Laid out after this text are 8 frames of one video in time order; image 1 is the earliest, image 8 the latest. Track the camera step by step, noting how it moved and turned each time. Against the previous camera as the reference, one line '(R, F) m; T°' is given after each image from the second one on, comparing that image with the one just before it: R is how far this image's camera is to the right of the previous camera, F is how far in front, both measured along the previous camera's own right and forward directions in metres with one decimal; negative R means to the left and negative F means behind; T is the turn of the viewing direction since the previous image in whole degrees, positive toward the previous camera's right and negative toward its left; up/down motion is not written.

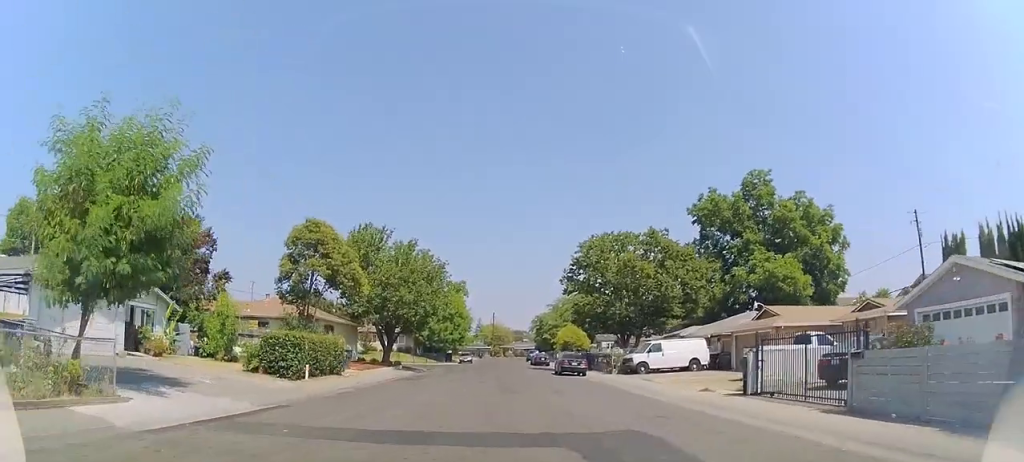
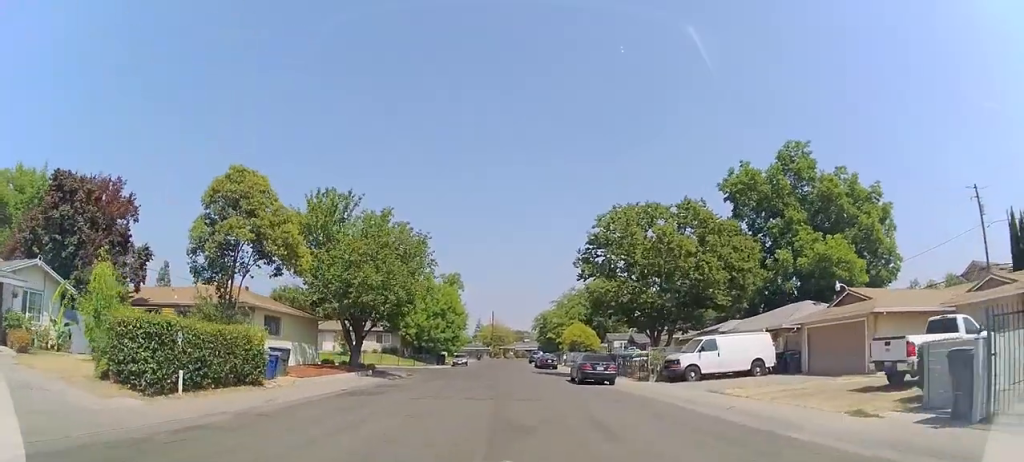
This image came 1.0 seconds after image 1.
(0.0, +8.8) m; 0°
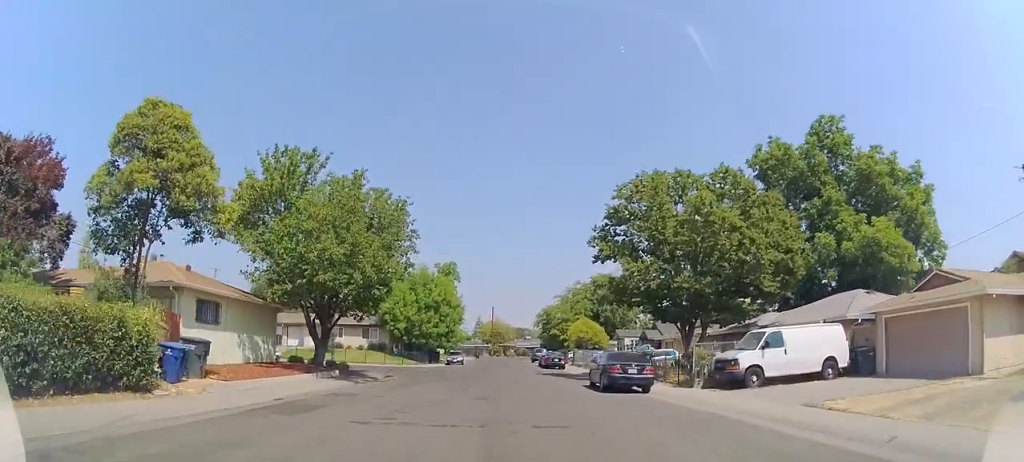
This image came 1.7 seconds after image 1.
(0.0, +6.2) m; 0°
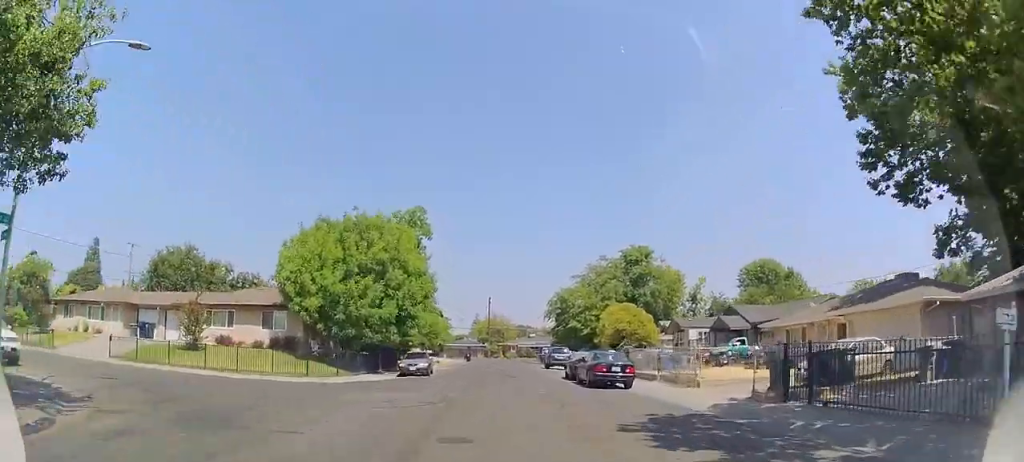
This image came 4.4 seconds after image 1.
(0.0, +23.7) m; 0°
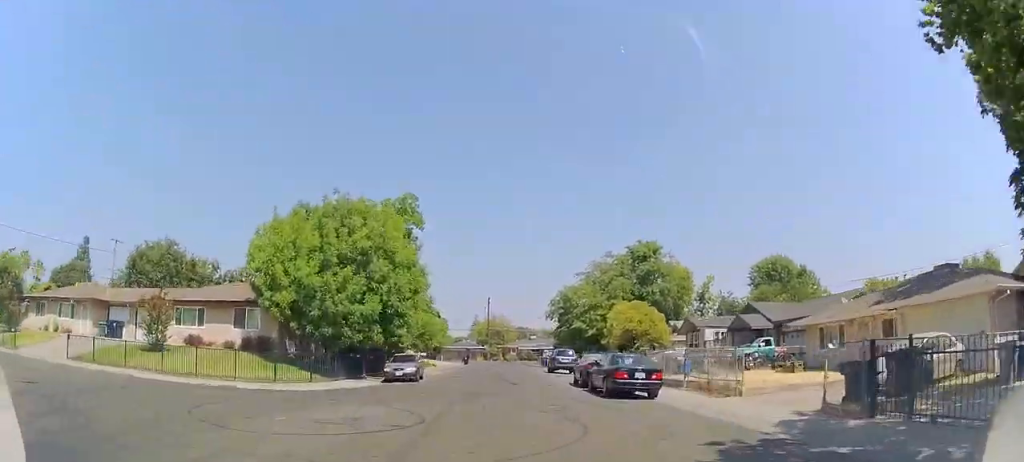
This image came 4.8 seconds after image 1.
(0.0, +3.8) m; 0°
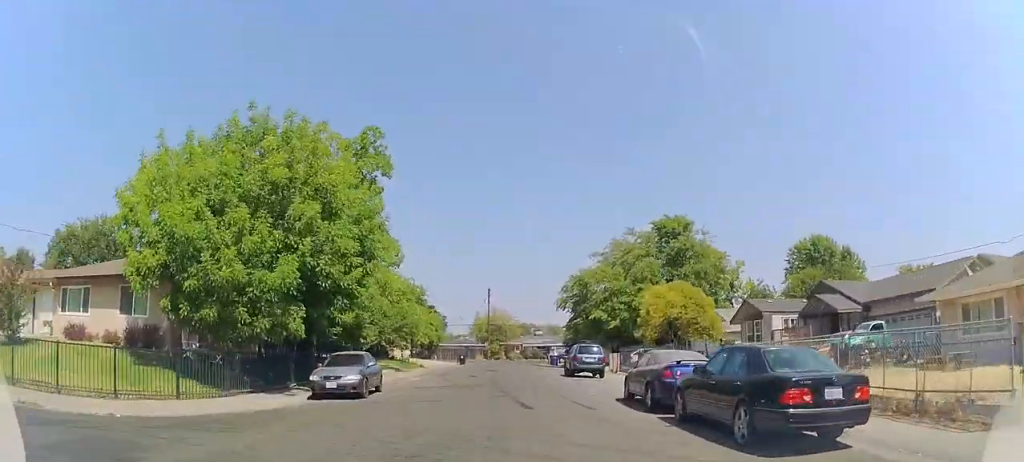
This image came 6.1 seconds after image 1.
(0.0, +10.5) m; 0°
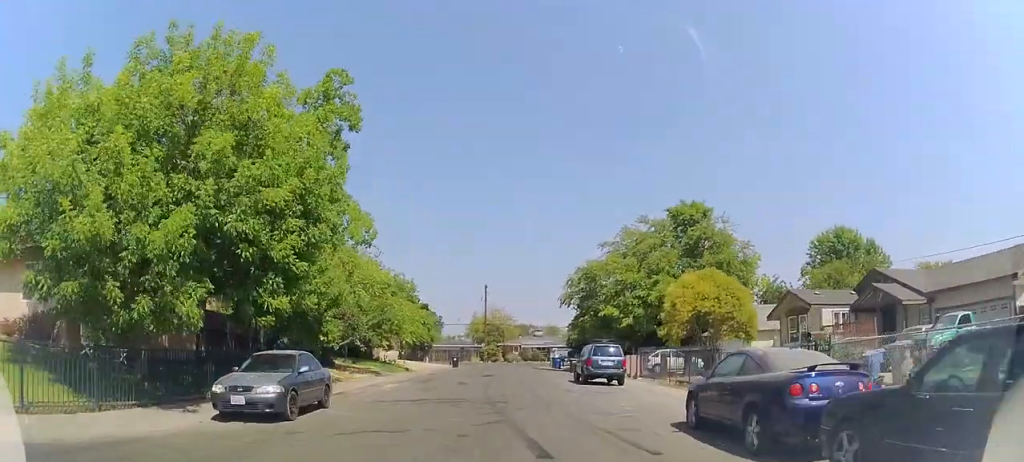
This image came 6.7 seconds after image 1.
(0.0, +5.5) m; 0°
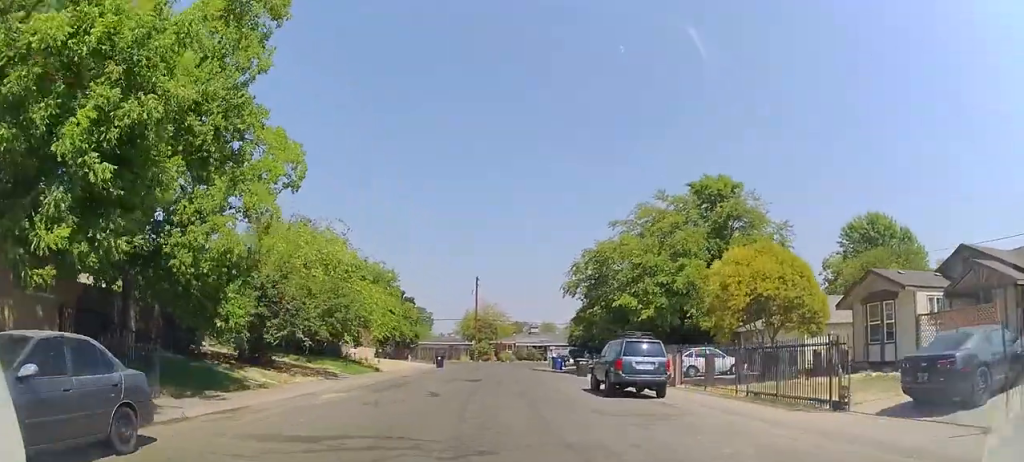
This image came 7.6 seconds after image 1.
(0.0, +7.5) m; 0°
